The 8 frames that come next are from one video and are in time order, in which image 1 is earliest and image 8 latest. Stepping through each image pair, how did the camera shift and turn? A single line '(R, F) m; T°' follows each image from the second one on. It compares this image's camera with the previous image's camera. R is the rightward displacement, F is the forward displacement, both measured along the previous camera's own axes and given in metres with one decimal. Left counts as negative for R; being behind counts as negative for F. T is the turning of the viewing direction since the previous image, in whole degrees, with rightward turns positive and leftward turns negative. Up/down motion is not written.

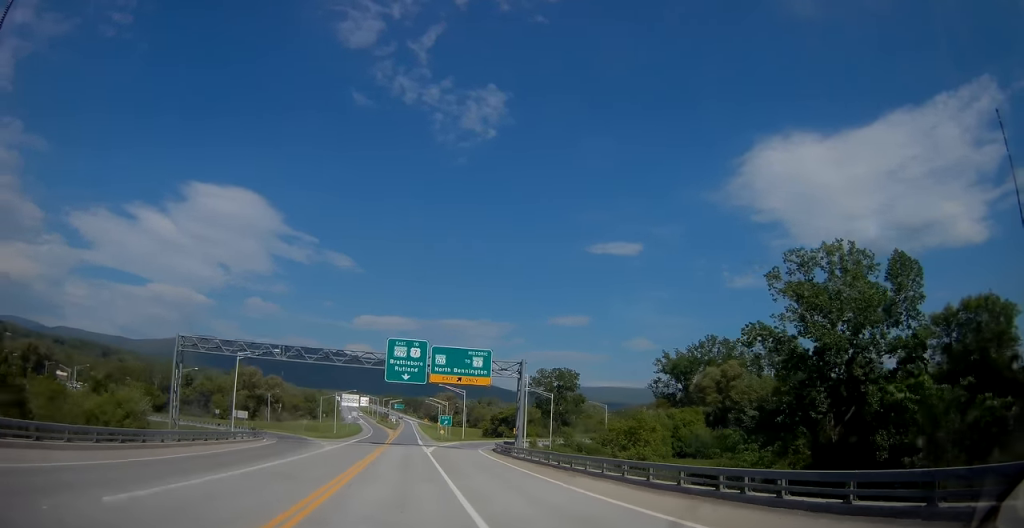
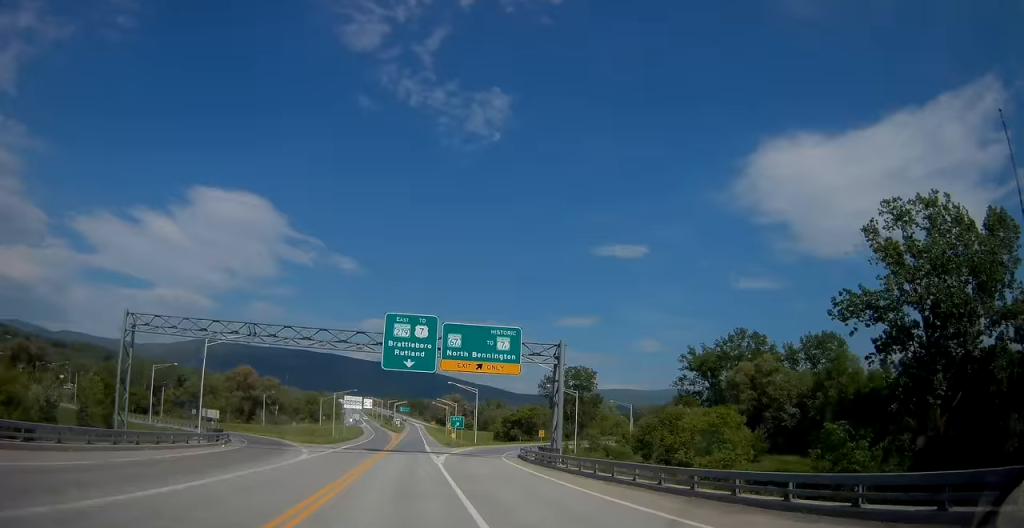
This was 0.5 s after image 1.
(0.0, +12.9) m; 0°
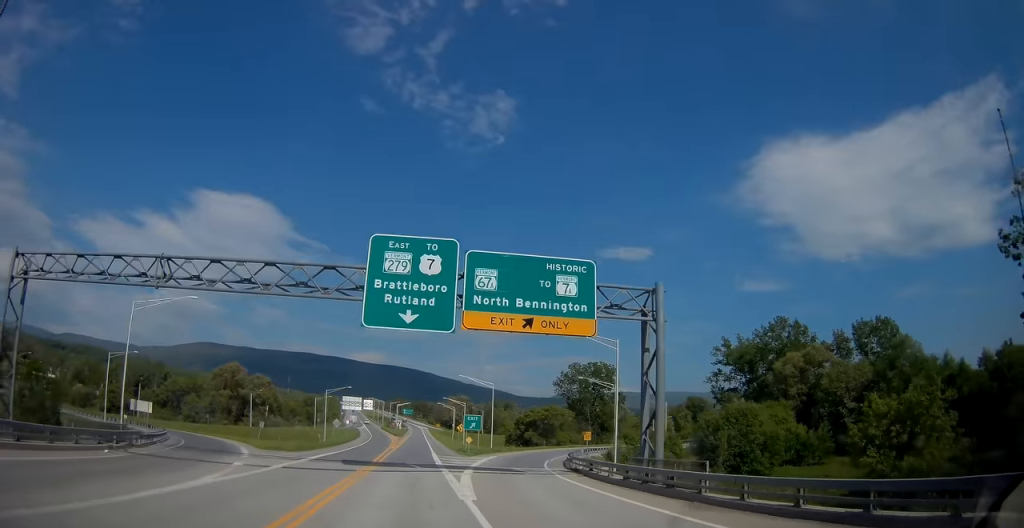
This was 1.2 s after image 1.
(0.0, +17.1) m; -1°
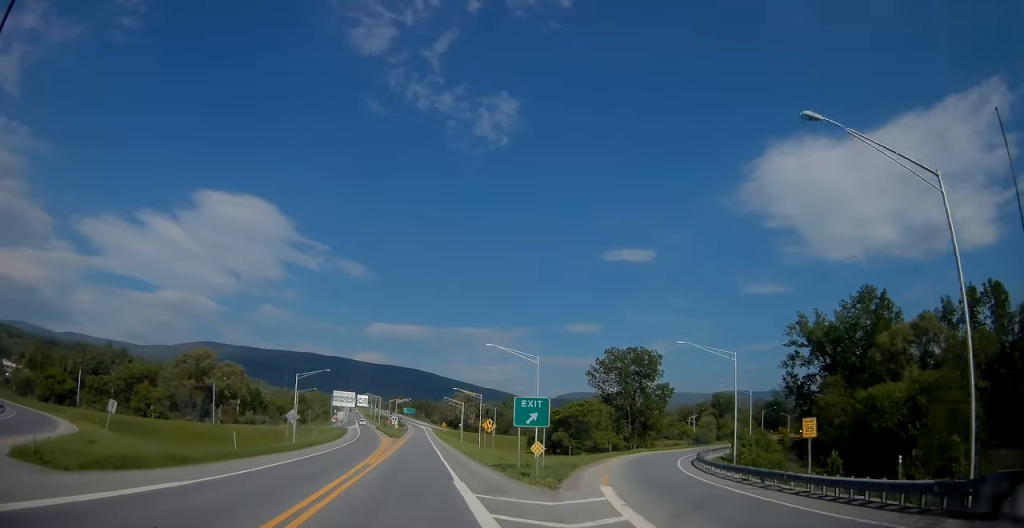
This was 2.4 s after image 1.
(-0.4, +30.2) m; -1°
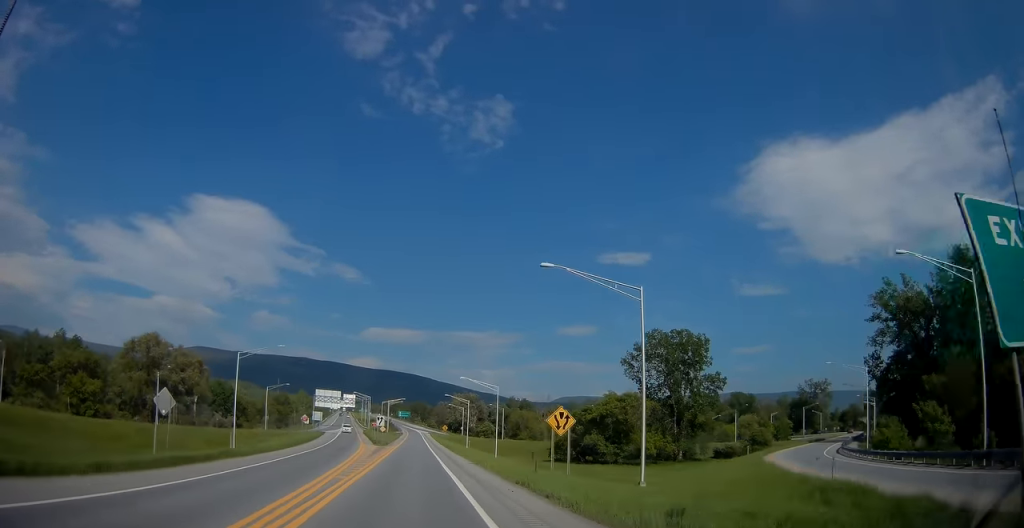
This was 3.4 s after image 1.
(-0.2, +26.9) m; -1°
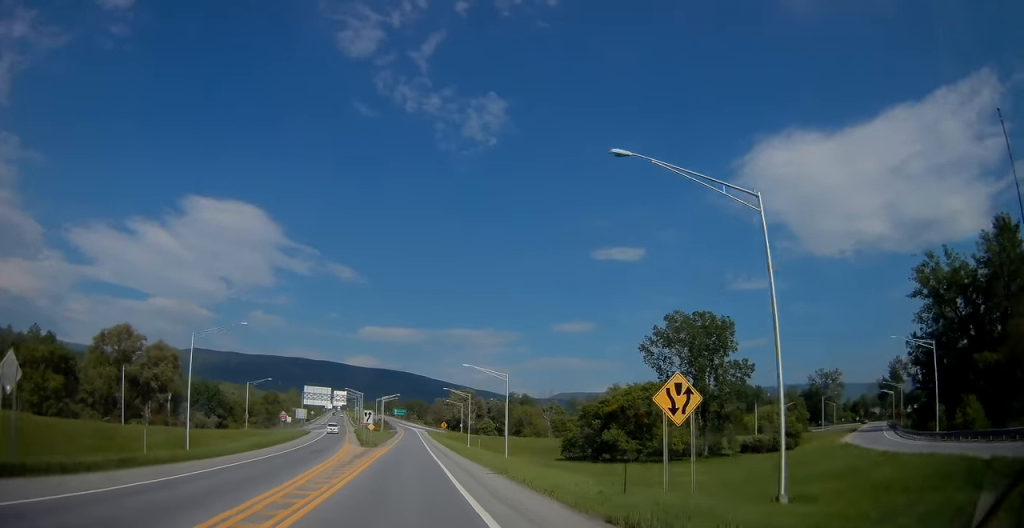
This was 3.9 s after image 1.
(-0.2, +11.8) m; 0°
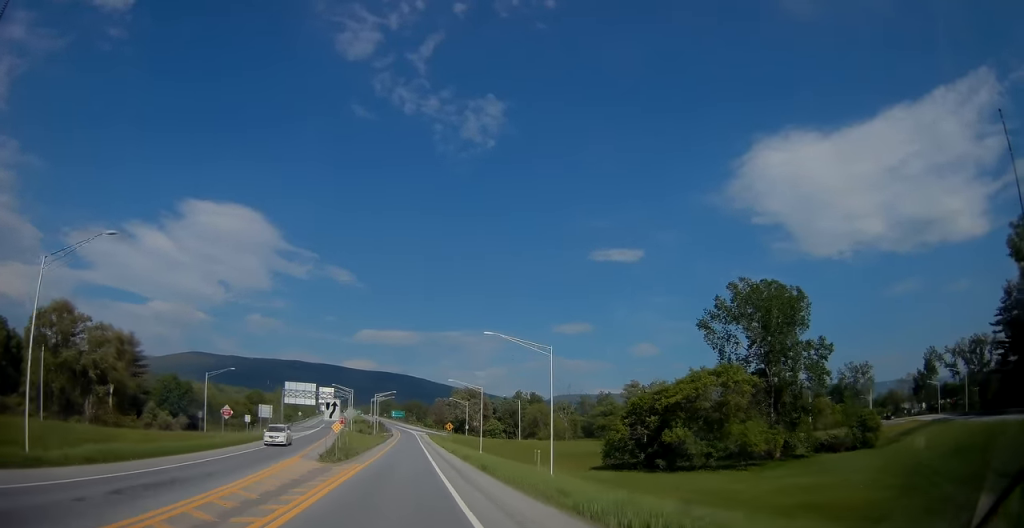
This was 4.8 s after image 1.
(+0.4, +22.4) m; +1°
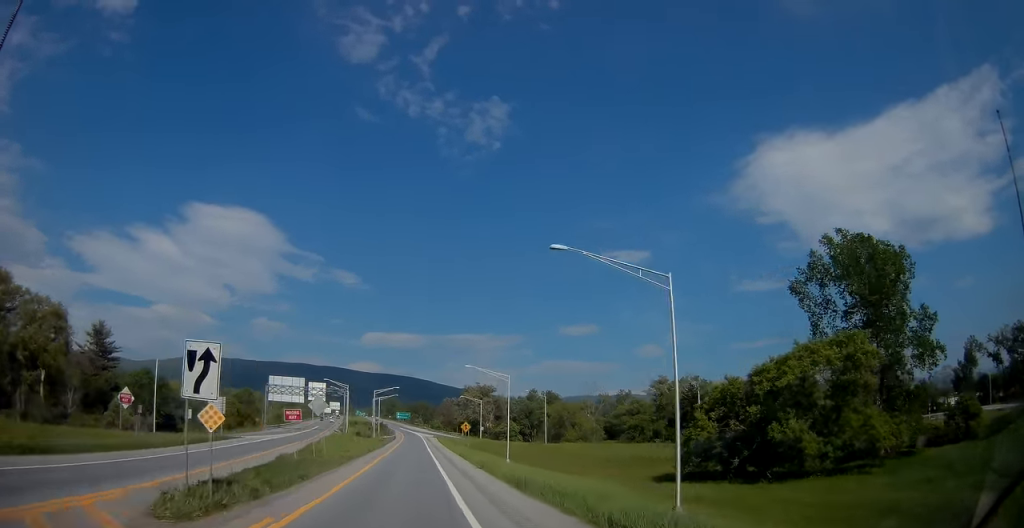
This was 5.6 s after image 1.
(+0.1, +20.6) m; 0°
